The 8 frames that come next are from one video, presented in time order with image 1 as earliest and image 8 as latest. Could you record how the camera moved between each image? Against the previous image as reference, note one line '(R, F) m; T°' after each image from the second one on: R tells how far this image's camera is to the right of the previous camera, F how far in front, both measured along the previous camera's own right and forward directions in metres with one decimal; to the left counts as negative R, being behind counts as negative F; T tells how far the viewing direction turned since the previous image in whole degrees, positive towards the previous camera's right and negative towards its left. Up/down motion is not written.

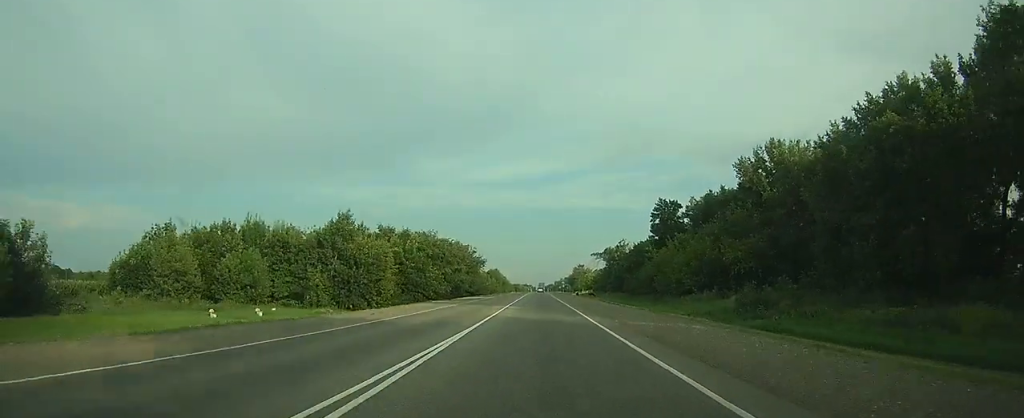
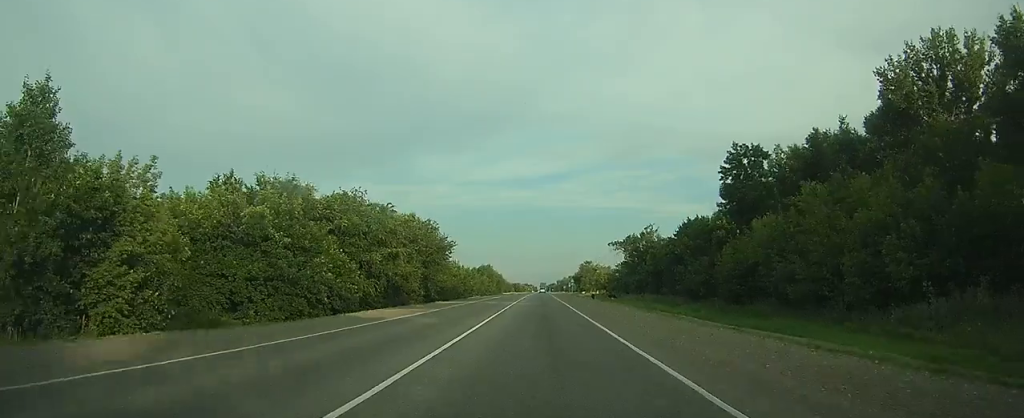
(+0.1, +47.3) m; 0°
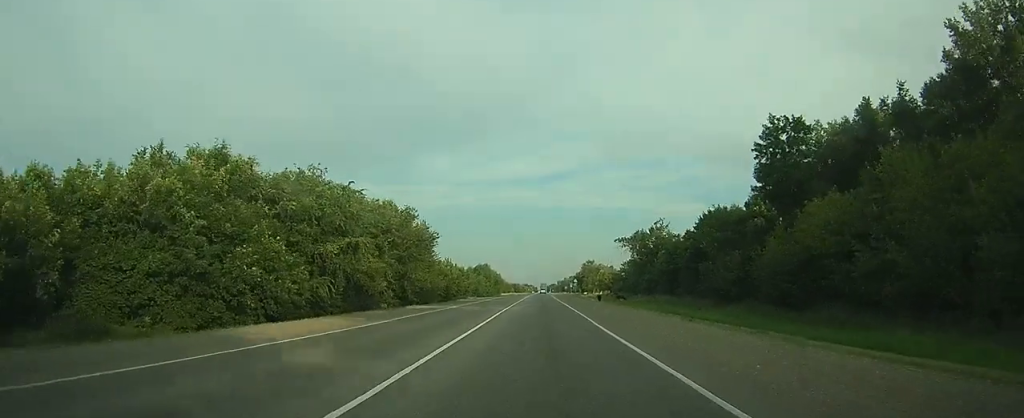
(0.0, +11.9) m; 0°
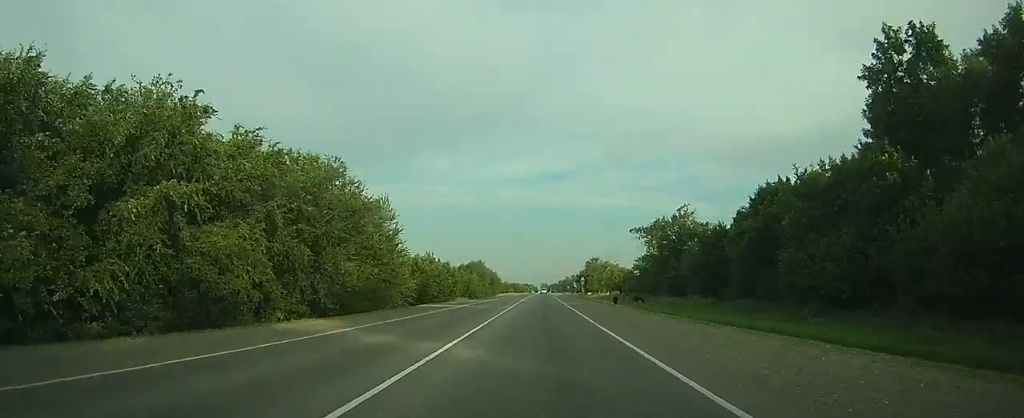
(0.0, +21.7) m; 0°
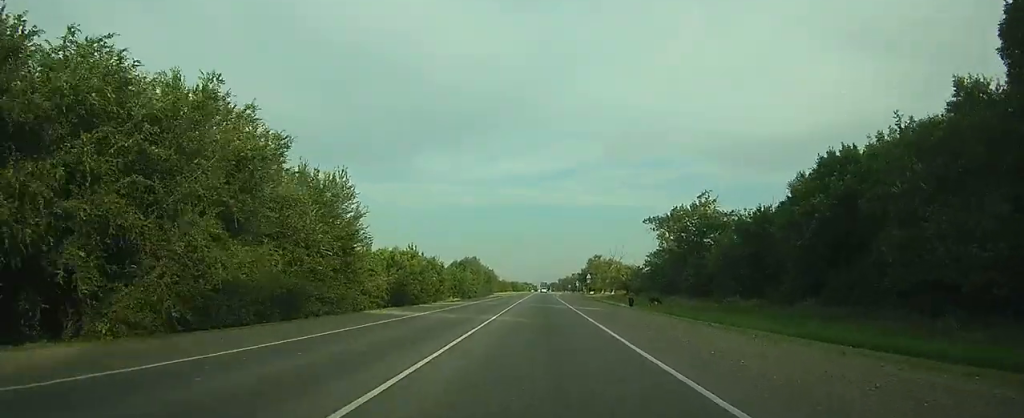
(0.0, +14.0) m; 0°
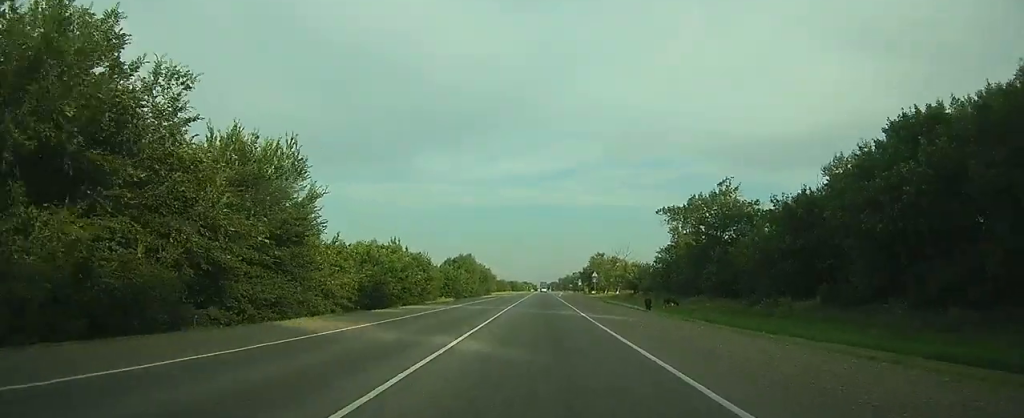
(0.0, +10.6) m; 0°
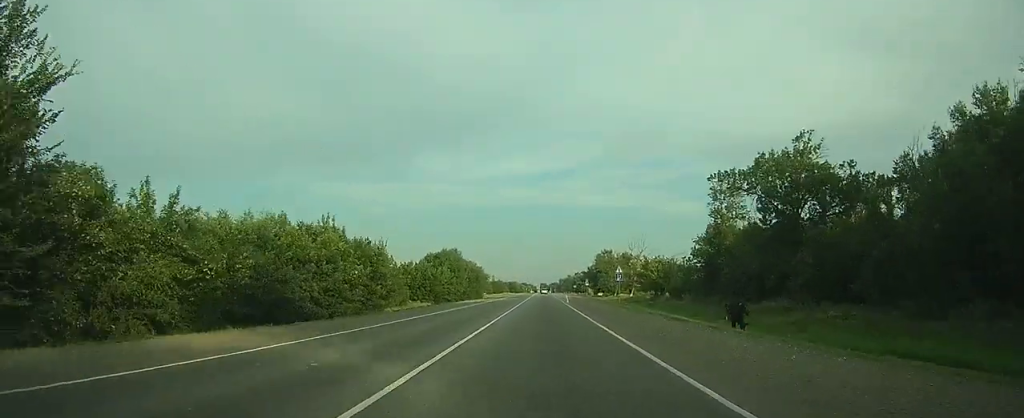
(0.0, +25.4) m; 0°
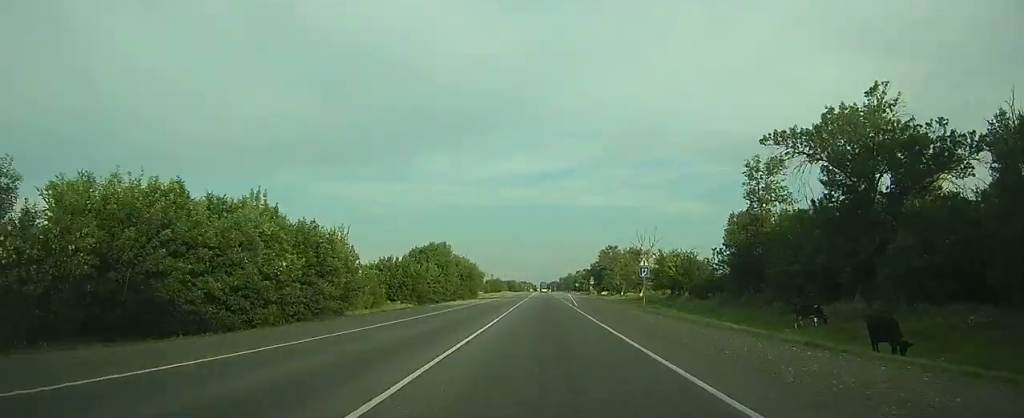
(0.0, +14.0) m; 0°
